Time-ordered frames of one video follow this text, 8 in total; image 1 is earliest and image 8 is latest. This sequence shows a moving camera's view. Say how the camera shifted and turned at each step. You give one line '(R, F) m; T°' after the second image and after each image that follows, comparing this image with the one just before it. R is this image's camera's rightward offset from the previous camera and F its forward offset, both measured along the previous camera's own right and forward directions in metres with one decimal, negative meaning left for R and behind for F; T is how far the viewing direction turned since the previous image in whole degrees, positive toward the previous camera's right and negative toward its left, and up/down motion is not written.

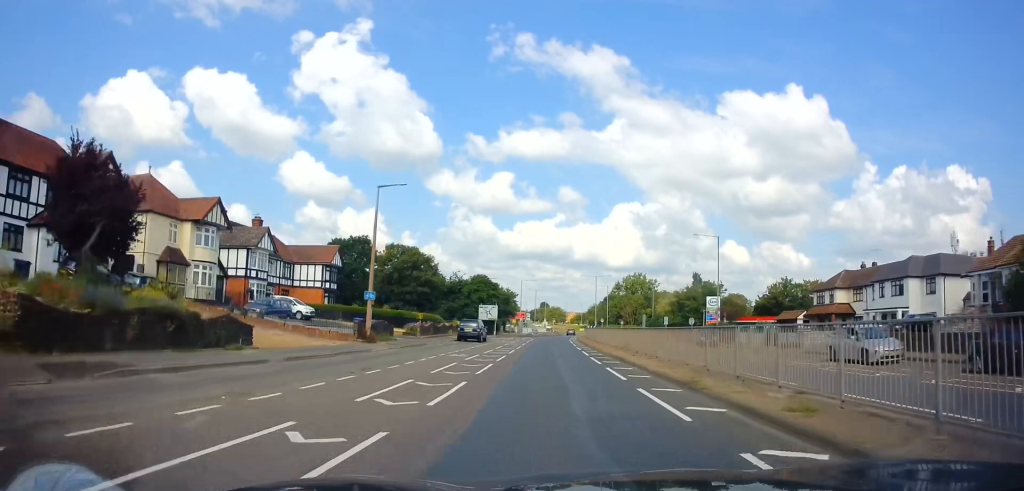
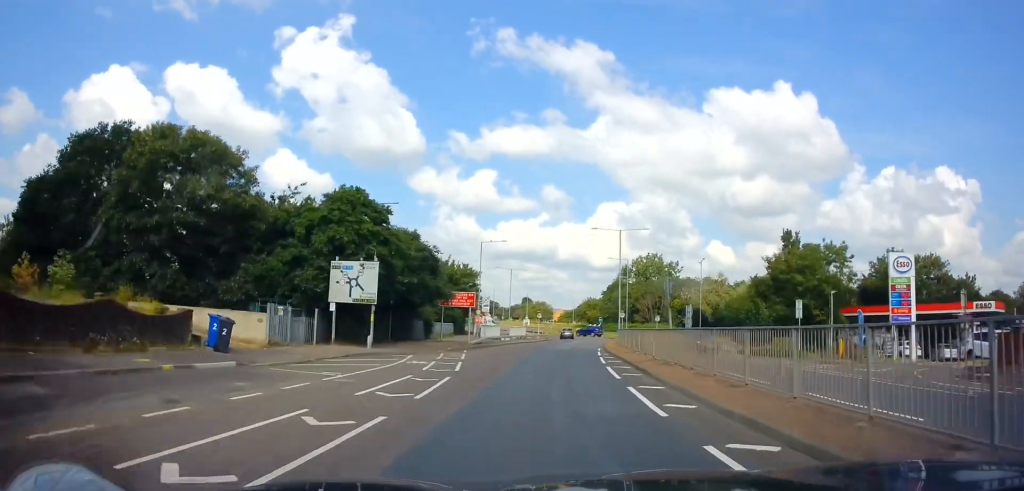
(+0.7, +47.6) m; +1°
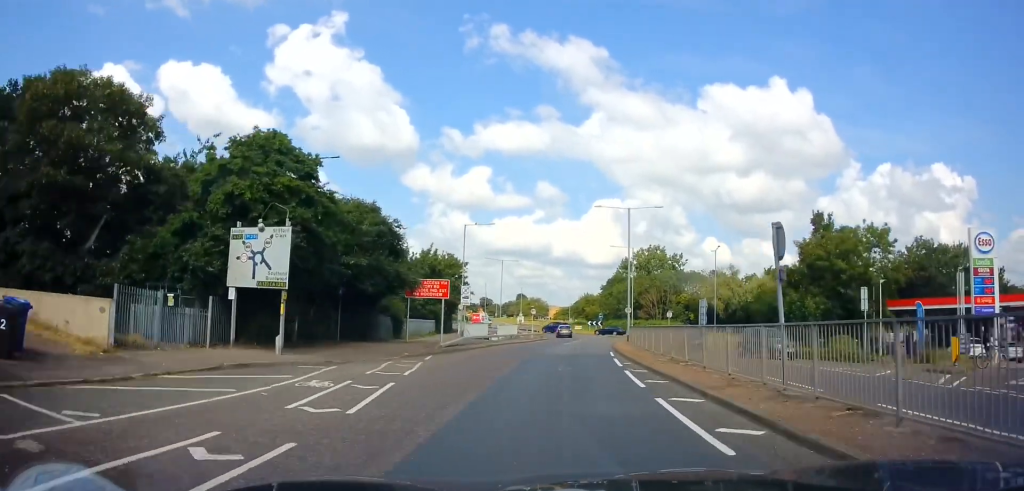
(0.0, +8.4) m; +1°
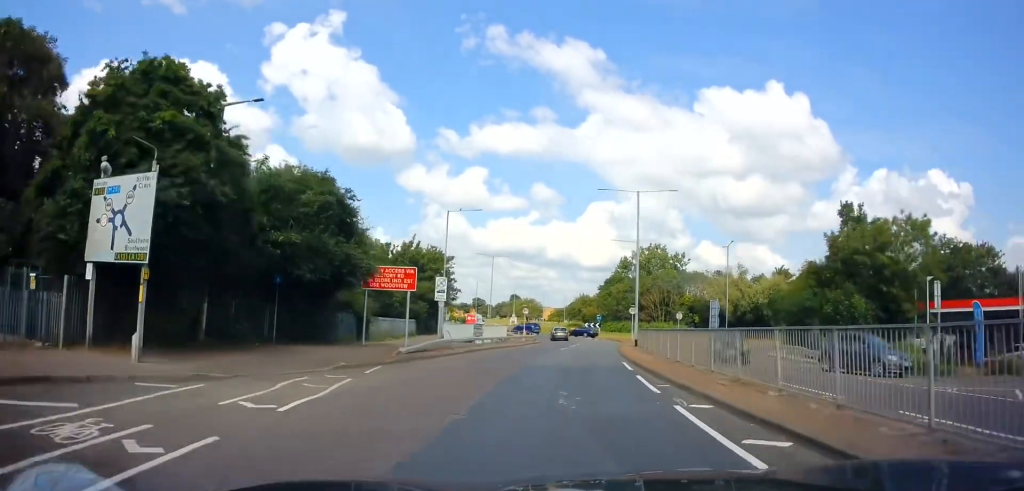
(-0.1, +5.9) m; +1°
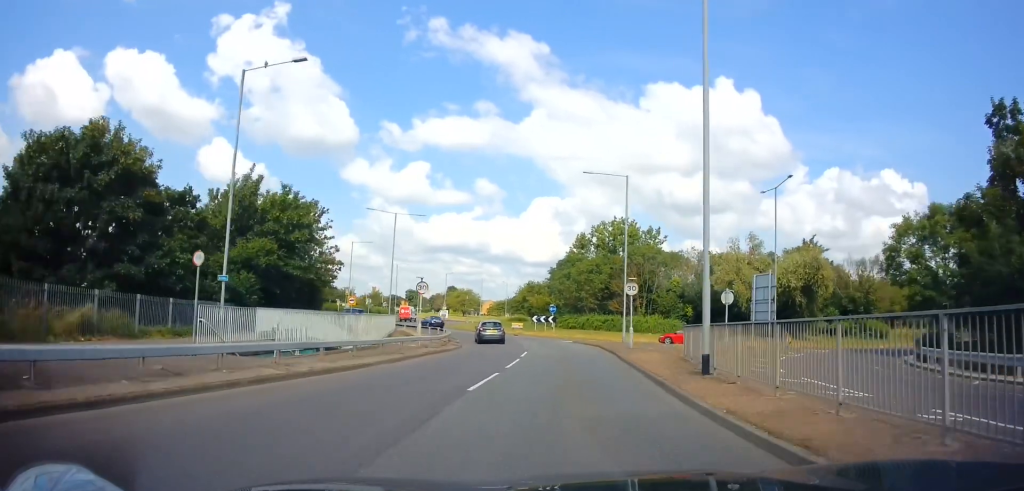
(+1.1, +25.3) m; +4°
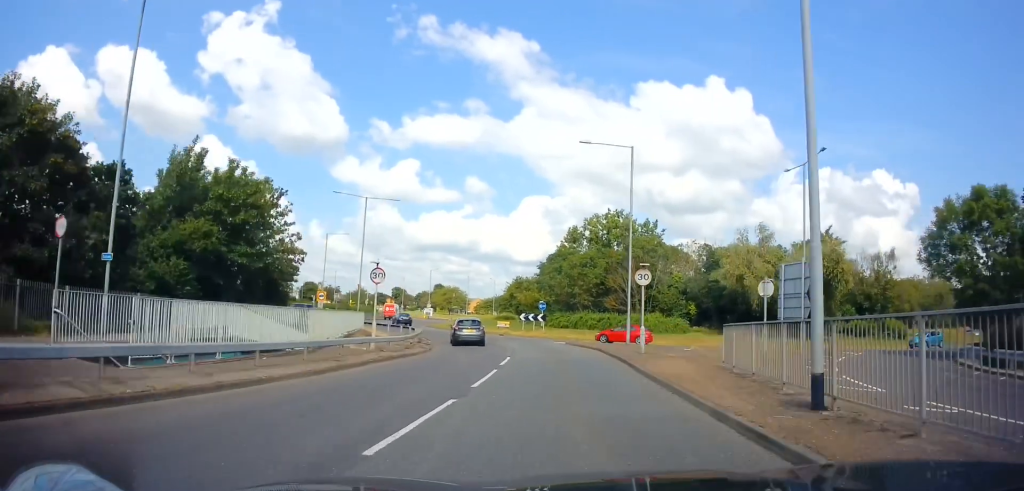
(0.0, +5.7) m; +1°
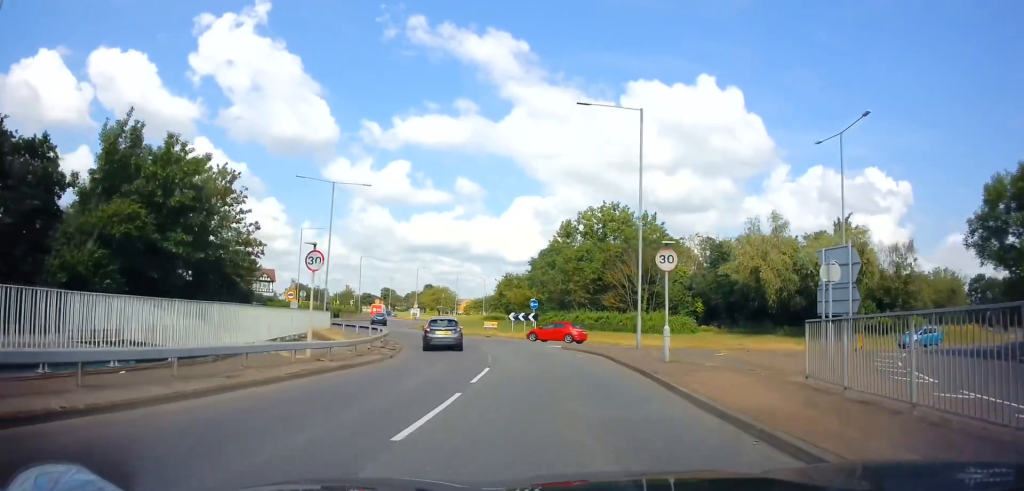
(0.0, +4.9) m; +2°
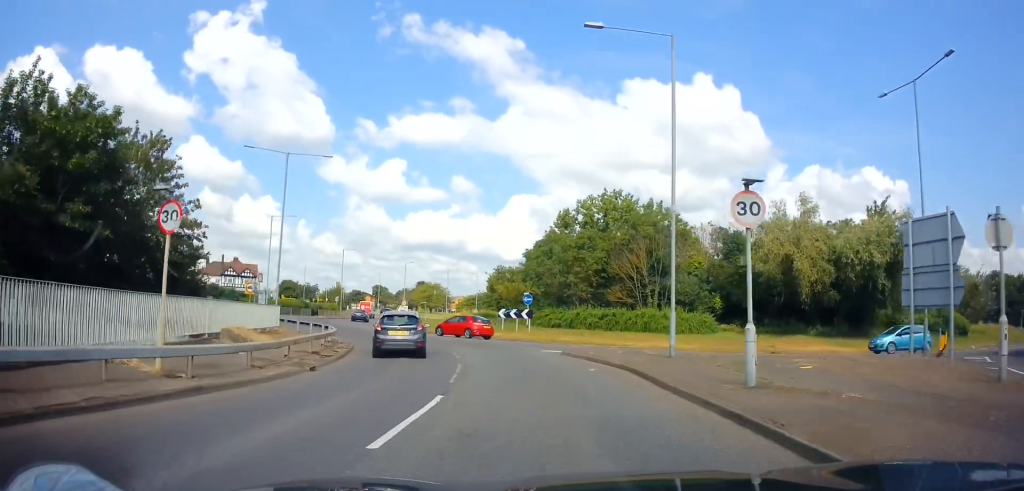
(0.0, +7.0) m; +2°
